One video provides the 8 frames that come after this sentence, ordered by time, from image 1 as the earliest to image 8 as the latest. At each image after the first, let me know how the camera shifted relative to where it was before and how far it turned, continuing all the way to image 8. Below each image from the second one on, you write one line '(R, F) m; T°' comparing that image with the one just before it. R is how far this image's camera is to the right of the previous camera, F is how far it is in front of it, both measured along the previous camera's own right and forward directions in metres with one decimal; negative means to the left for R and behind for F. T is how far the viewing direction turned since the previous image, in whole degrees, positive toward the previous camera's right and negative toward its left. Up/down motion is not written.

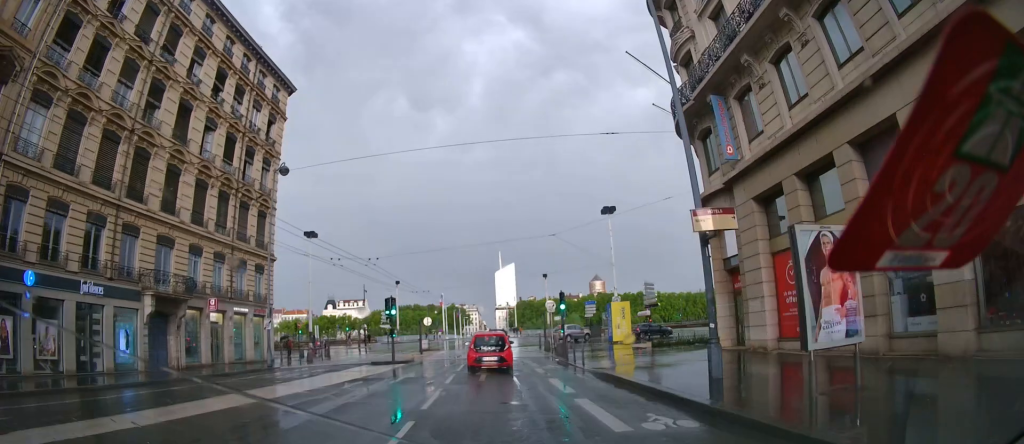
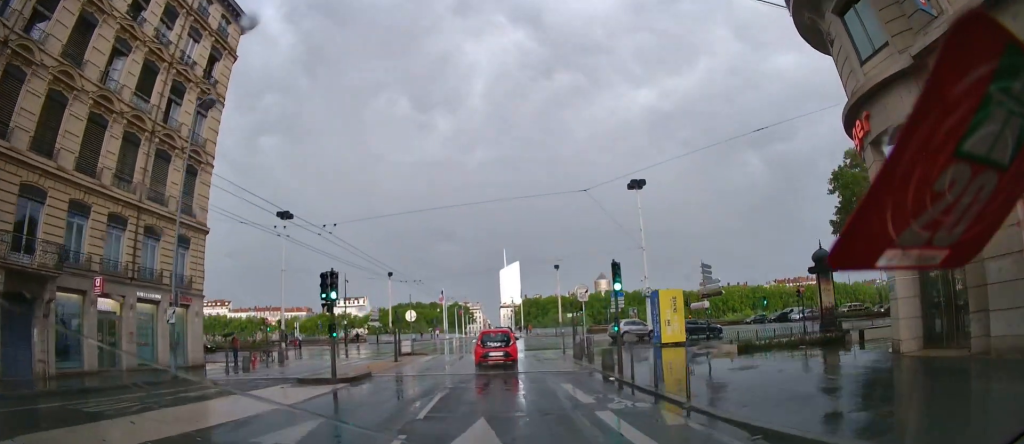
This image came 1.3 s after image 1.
(-0.3, +9.9) m; -2°
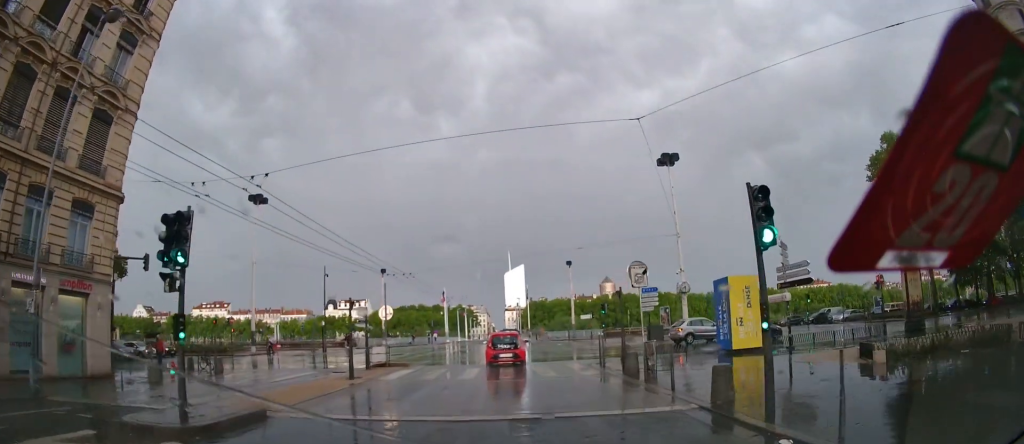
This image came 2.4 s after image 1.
(0.0, +7.6) m; +1°
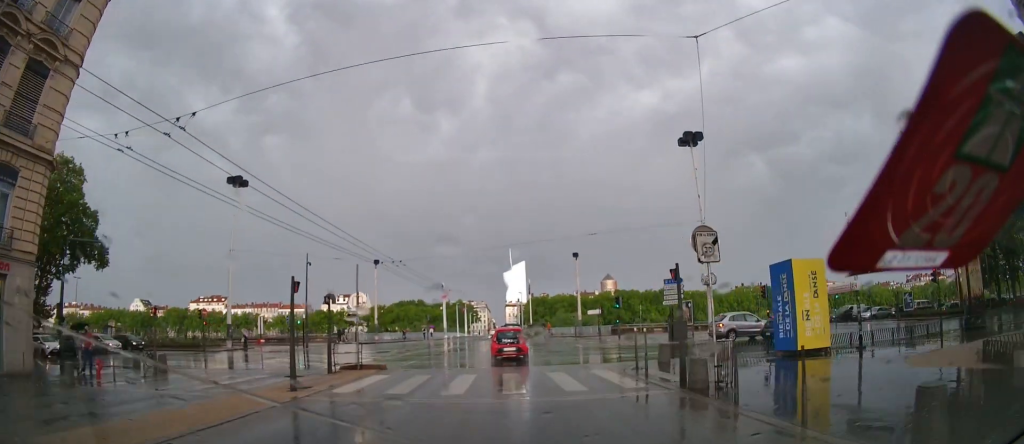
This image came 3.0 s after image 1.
(0.0, +4.5) m; +2°
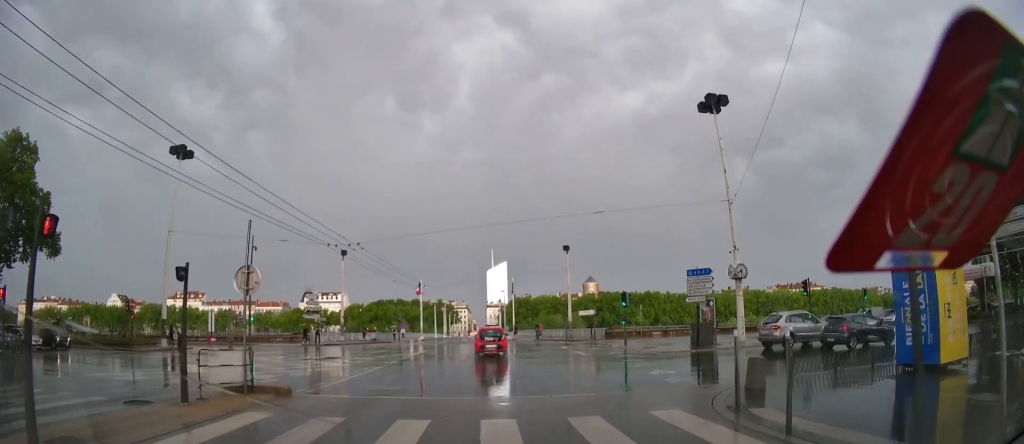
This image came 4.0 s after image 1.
(+0.2, +6.4) m; +5°
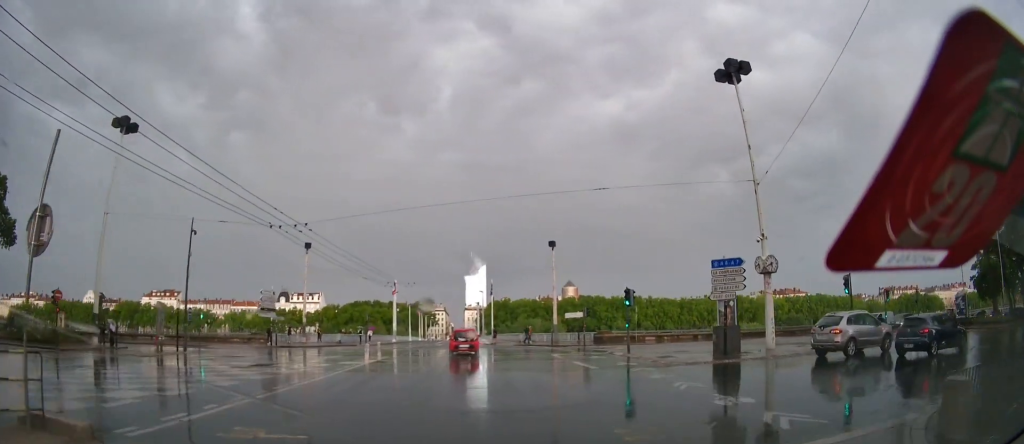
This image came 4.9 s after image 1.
(+0.2, +5.2) m; +3°
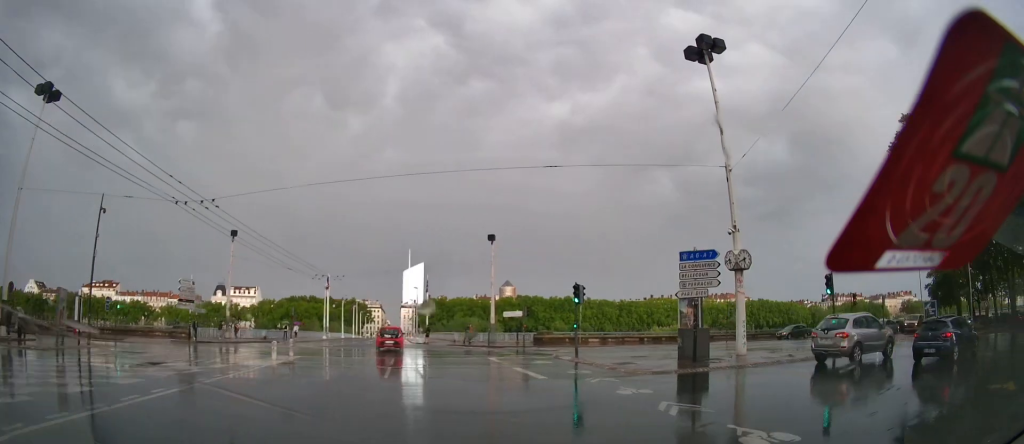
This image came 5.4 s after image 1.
(+0.2, +2.9) m; +1°
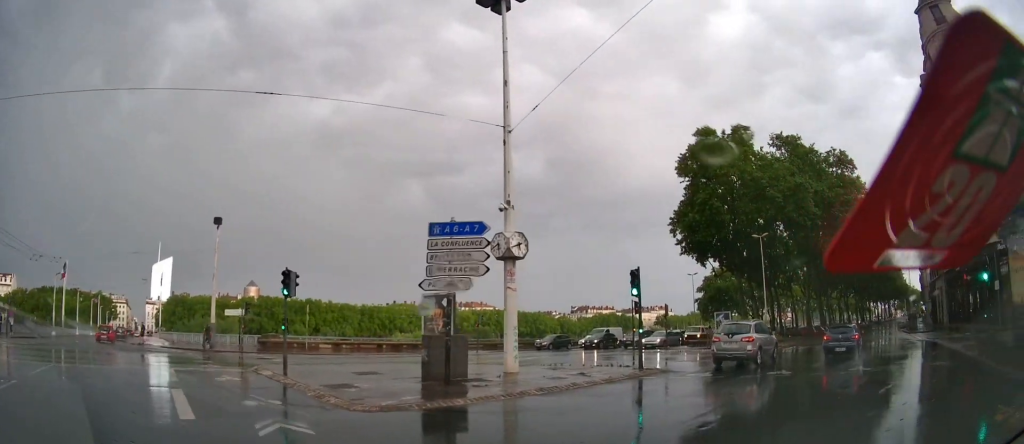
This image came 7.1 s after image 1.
(+1.0, +5.3) m; +43°
